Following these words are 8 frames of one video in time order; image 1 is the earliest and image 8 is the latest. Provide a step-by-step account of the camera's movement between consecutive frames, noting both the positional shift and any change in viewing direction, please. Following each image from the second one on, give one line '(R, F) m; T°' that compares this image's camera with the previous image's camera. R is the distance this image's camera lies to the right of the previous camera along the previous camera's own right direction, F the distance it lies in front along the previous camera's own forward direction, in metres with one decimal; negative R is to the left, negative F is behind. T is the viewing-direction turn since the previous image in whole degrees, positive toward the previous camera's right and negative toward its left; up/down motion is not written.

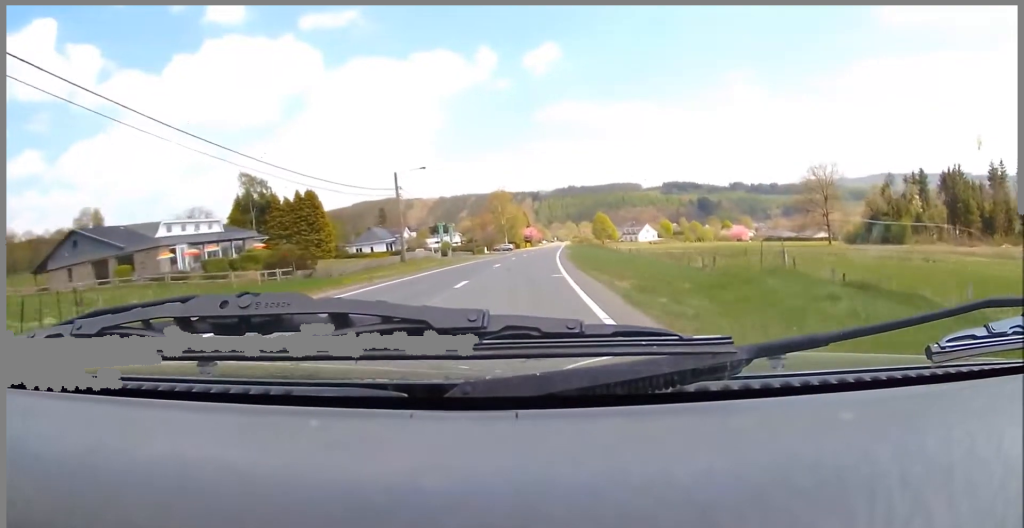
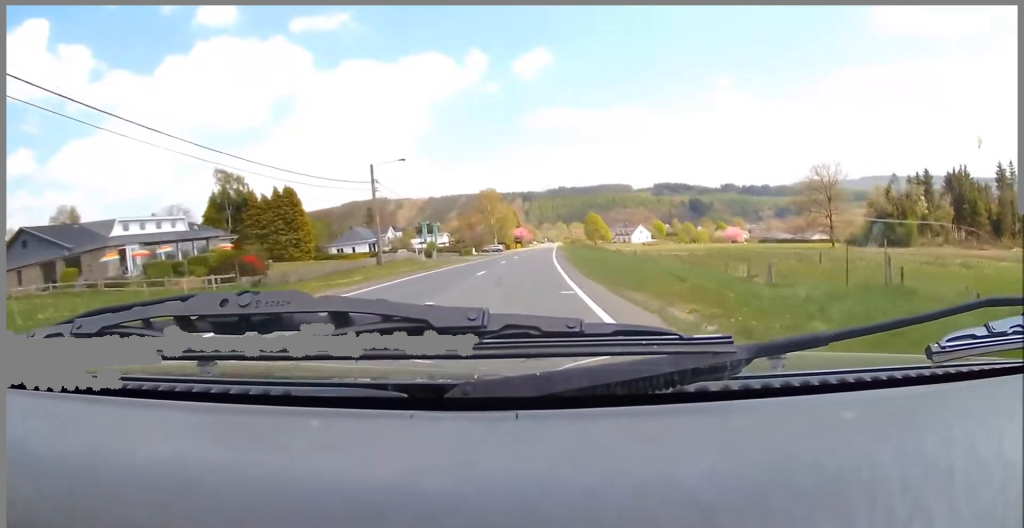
(-0.1, +6.1) m; +2°
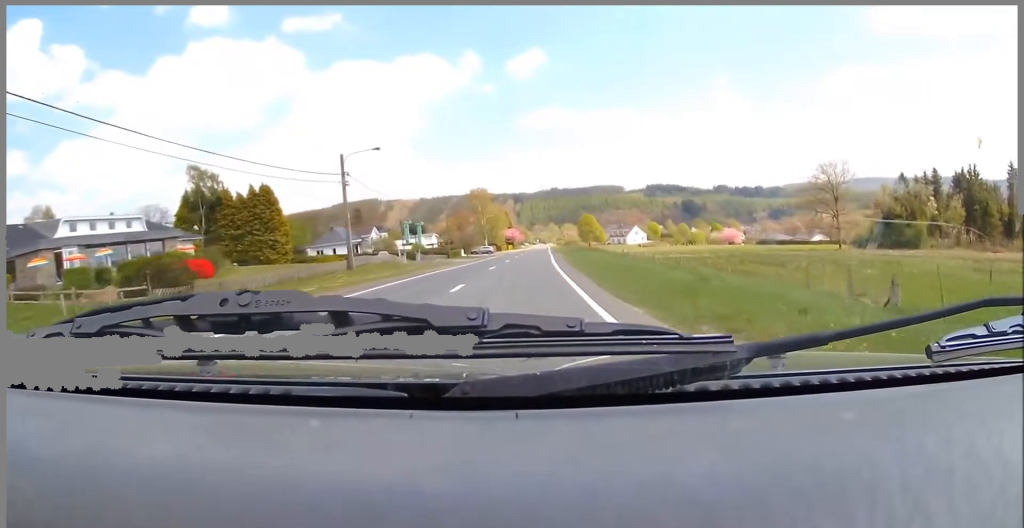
(+0.1, +6.8) m; +2°
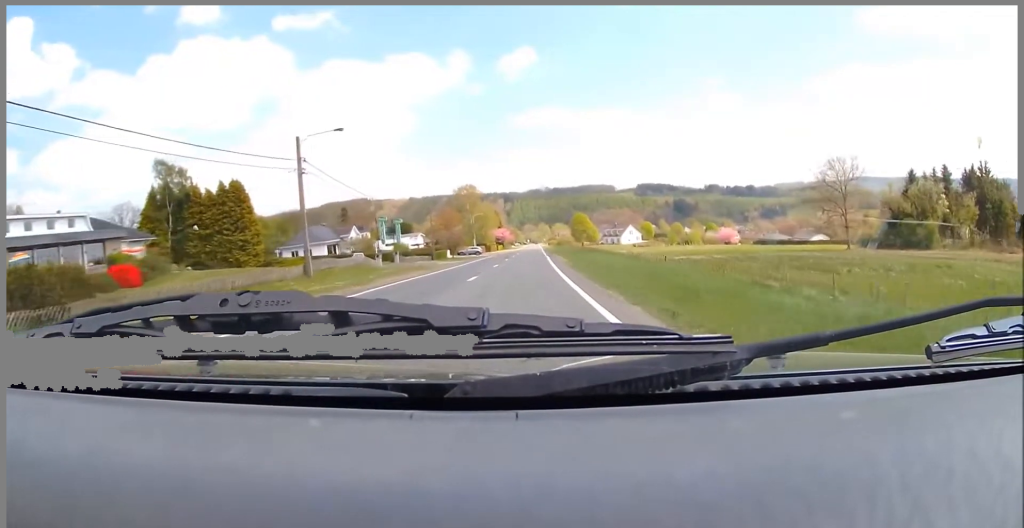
(+0.4, +7.7) m; +3°
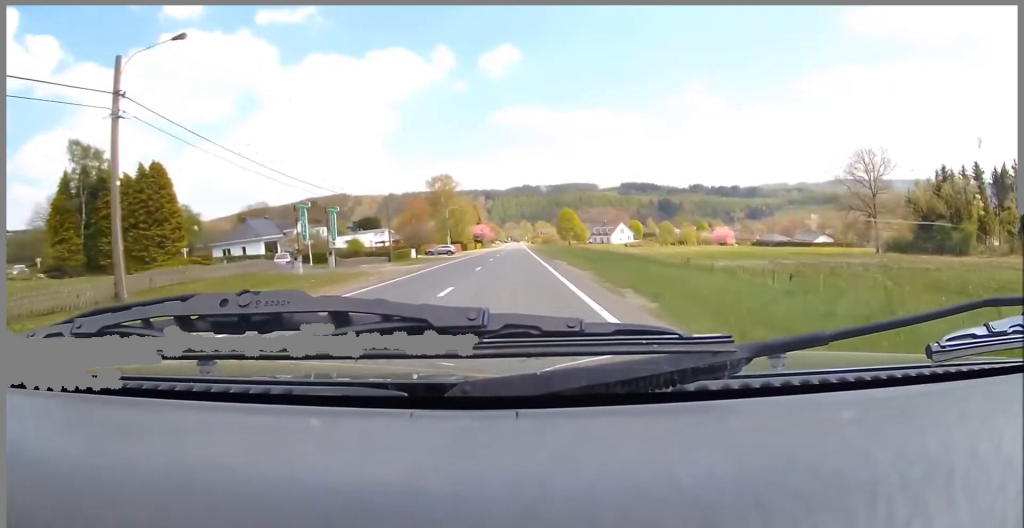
(+0.8, +17.8) m; +4°
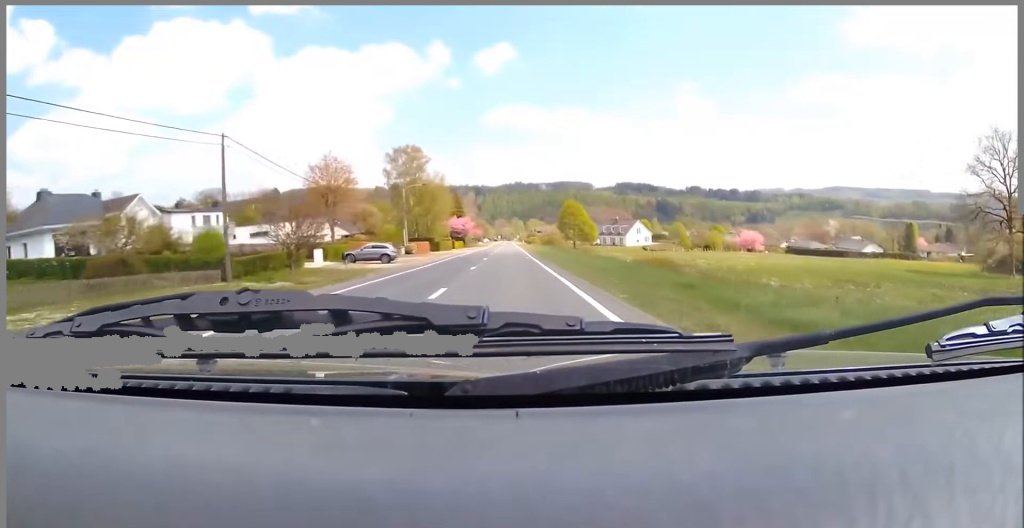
(+2.1, +39.2) m; +4°
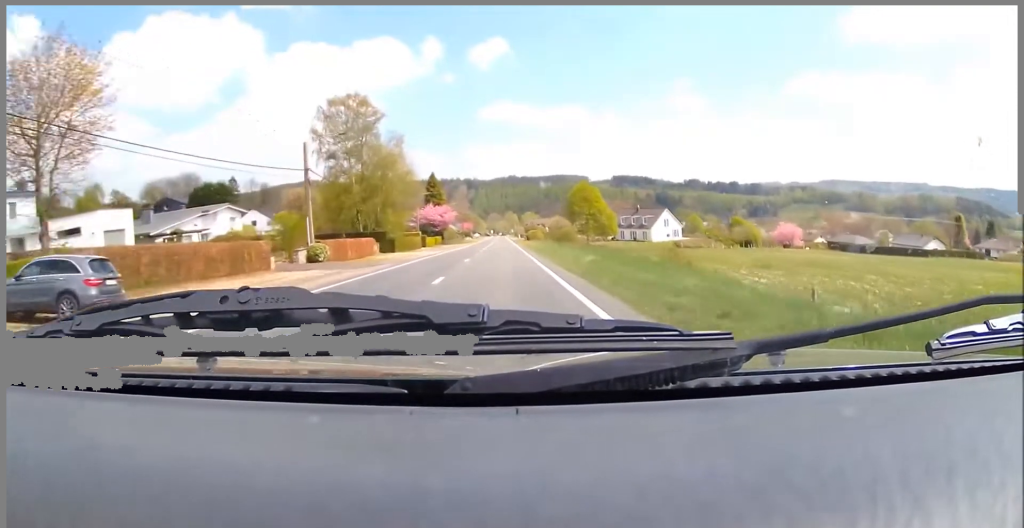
(-0.3, +36.3) m; -1°
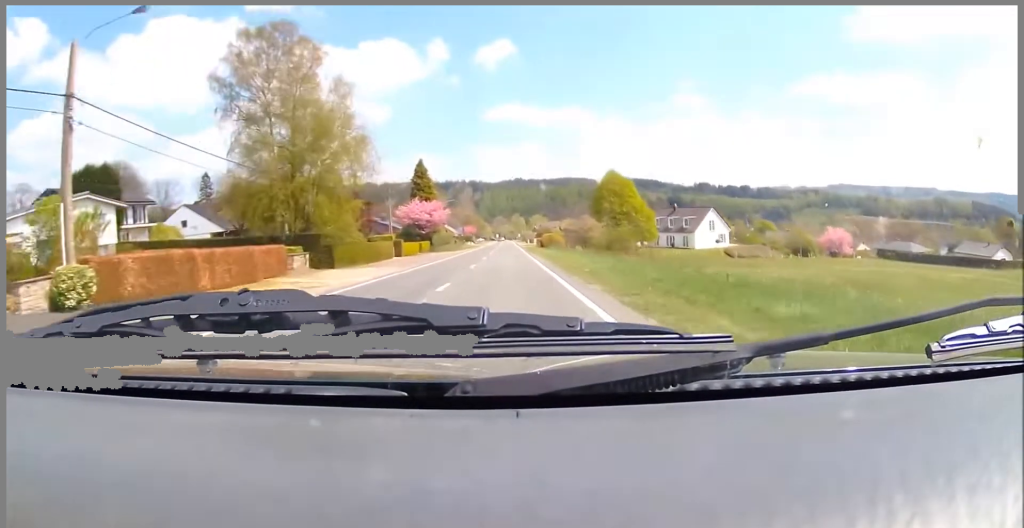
(-0.8, +27.3) m; -3°
